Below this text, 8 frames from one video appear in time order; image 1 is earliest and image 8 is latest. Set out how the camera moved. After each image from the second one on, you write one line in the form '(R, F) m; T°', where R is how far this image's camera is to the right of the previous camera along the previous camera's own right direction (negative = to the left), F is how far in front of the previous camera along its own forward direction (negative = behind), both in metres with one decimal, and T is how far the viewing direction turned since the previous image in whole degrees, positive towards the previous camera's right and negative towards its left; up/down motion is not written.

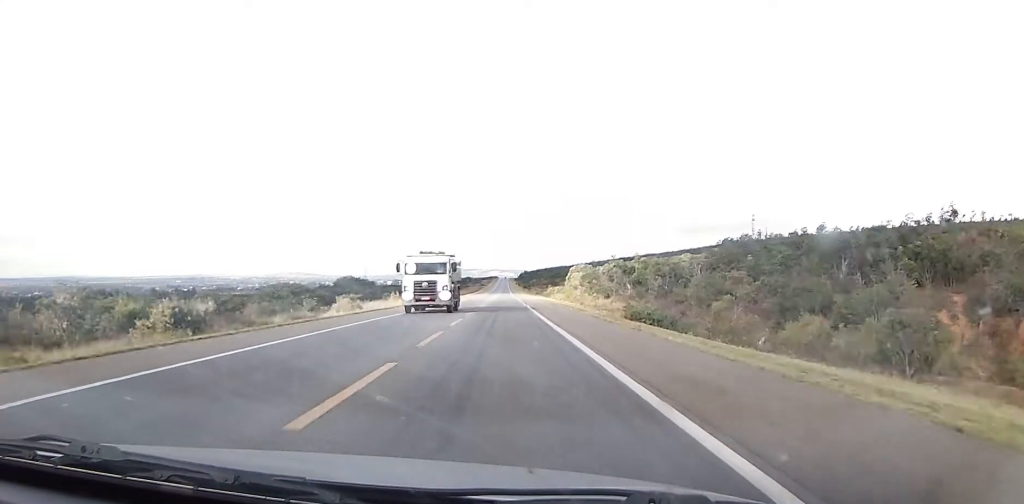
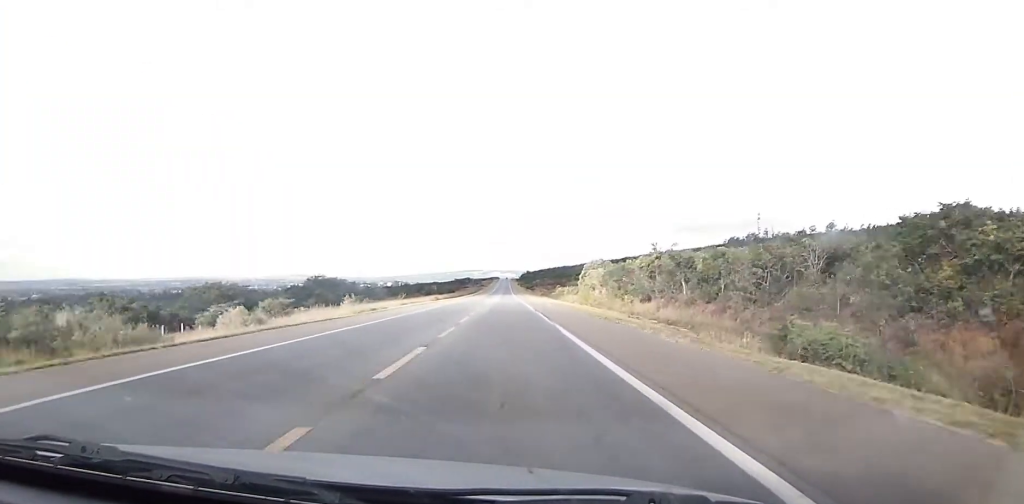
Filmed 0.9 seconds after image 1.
(0.0, +28.3) m; 0°
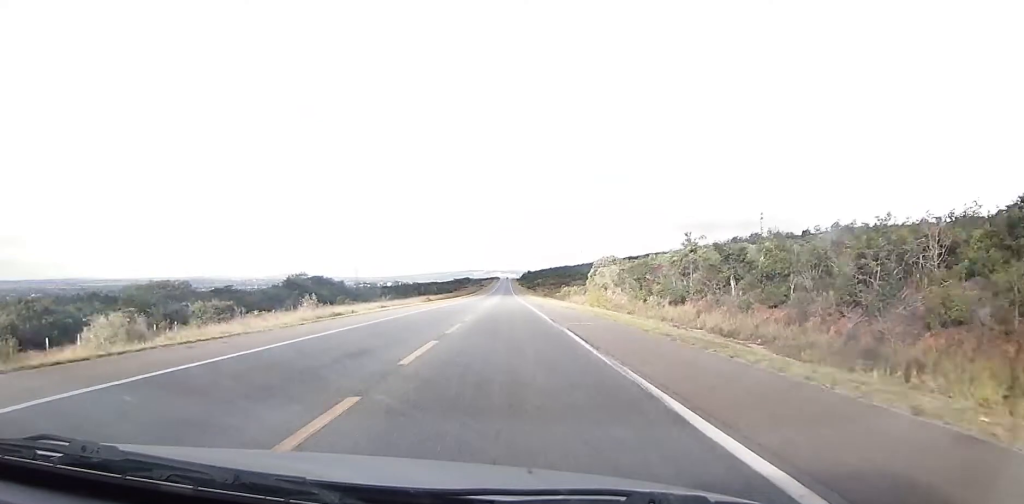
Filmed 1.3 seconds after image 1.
(0.0, +14.1) m; 0°
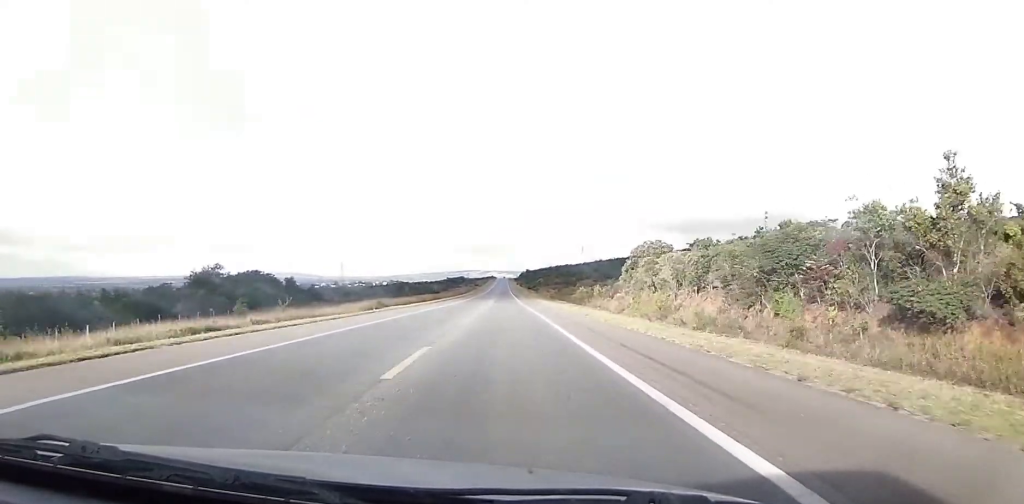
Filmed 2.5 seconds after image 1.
(0.0, +40.1) m; 0°
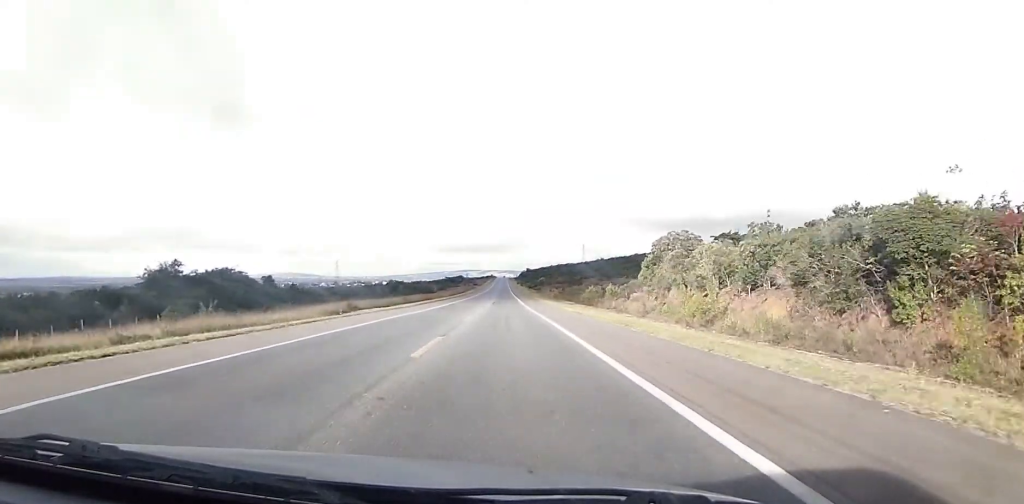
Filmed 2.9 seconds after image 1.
(0.0, +13.0) m; 0°
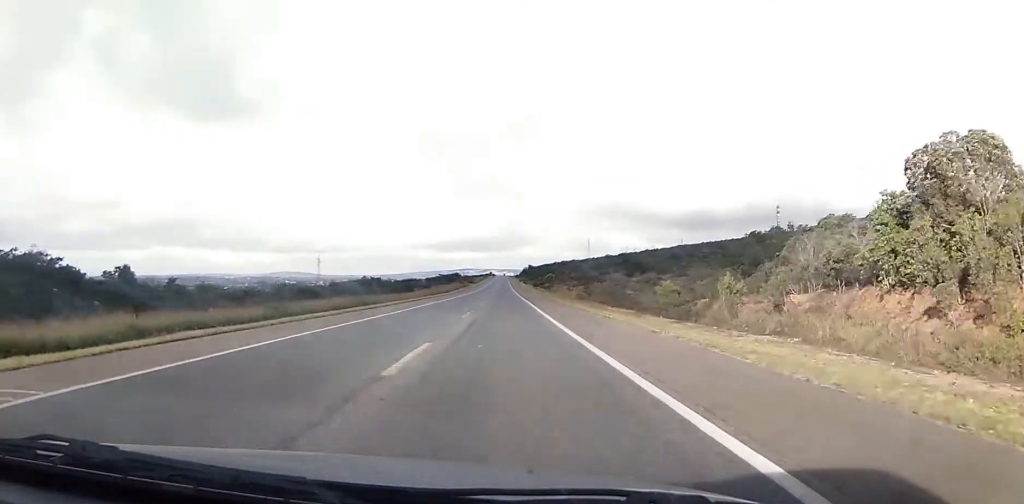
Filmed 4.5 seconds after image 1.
(0.0, +49.8) m; 0°
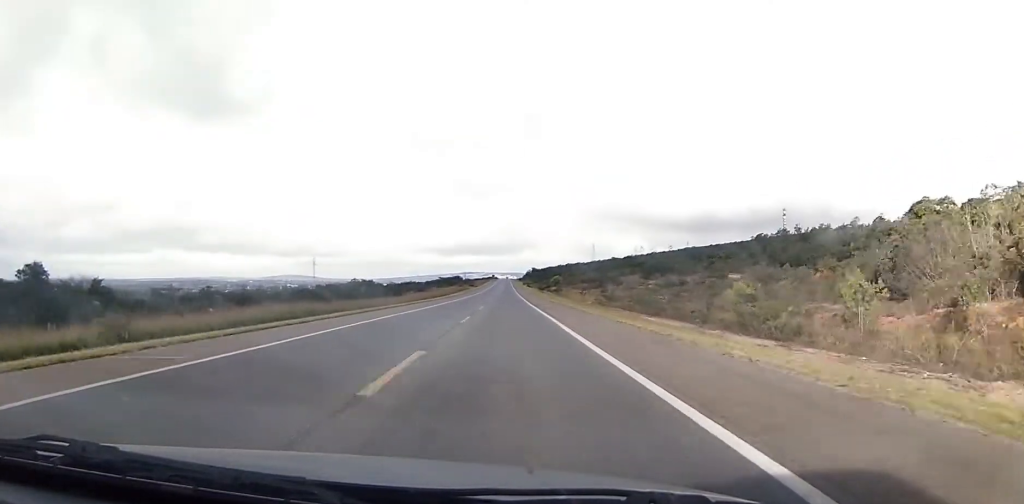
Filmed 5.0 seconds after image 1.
(0.0, +17.3) m; 0°
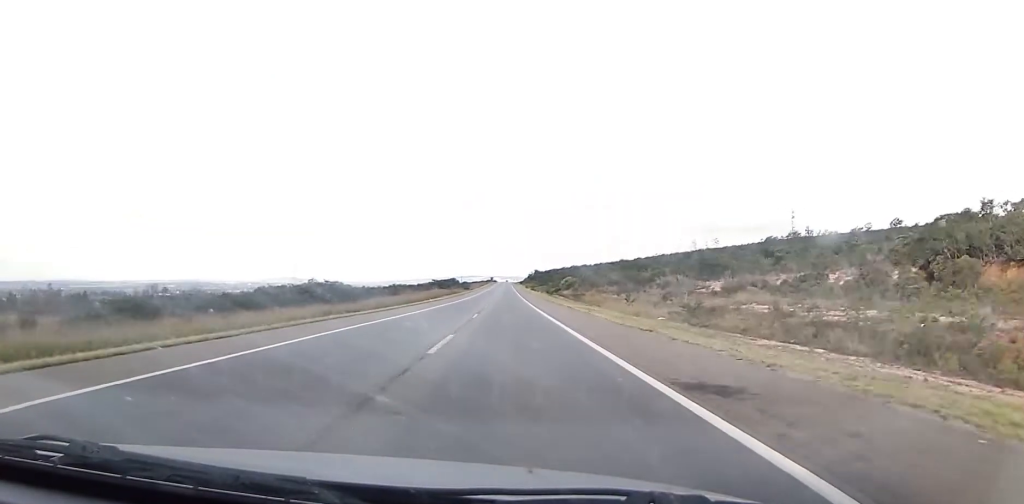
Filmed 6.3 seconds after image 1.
(0.0, +42.1) m; 0°
